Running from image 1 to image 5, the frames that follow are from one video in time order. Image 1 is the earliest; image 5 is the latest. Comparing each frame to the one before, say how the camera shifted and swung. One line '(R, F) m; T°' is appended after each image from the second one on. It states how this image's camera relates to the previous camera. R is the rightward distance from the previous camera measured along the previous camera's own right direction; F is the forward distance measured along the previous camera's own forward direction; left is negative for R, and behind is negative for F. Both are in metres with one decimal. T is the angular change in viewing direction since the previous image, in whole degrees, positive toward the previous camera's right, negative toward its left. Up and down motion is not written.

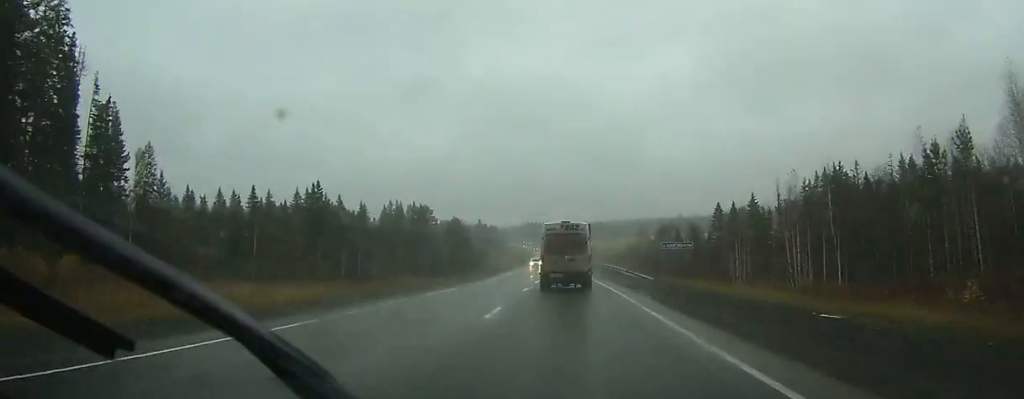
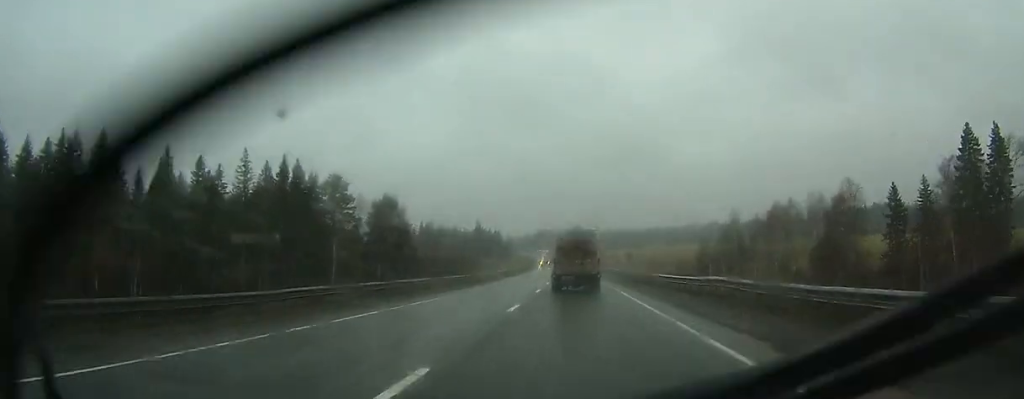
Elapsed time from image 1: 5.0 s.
(-1.3, +105.1) m; -1°
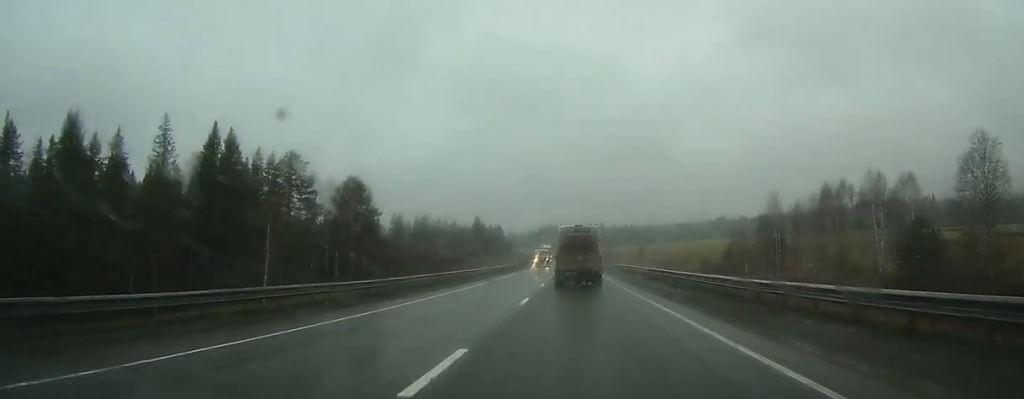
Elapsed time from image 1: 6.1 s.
(-0.2, +22.5) m; 0°
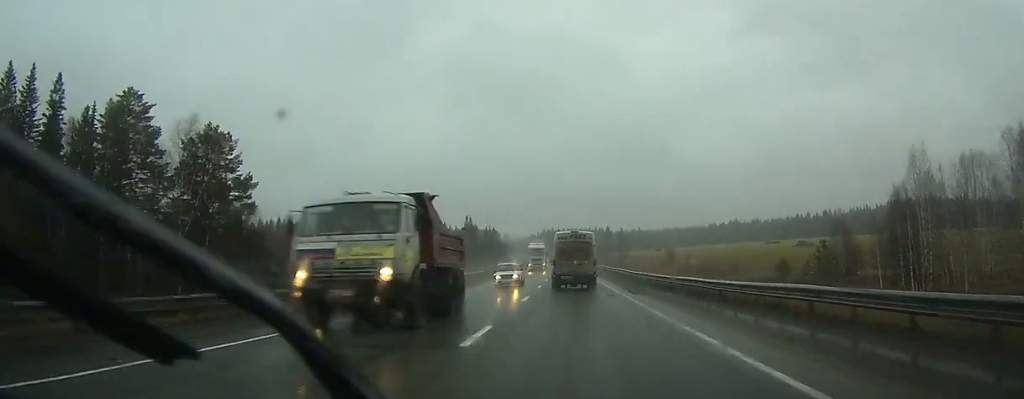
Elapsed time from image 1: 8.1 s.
(-0.1, +44.2) m; 0°
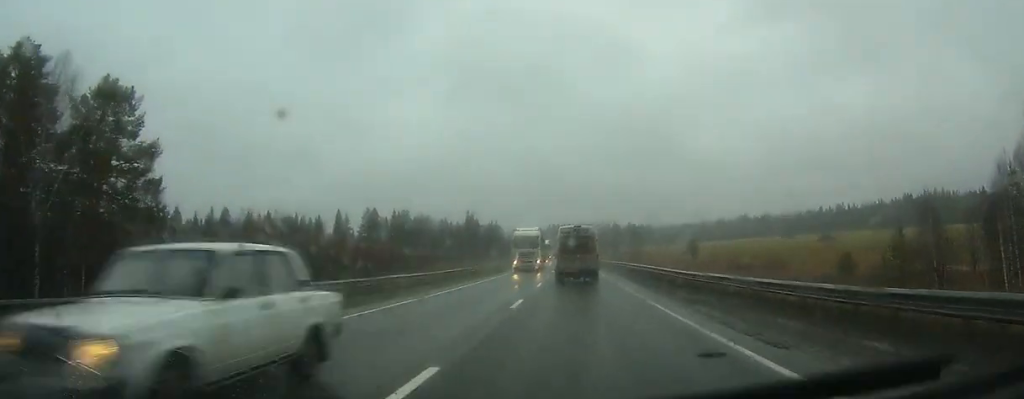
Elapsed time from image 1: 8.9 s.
(0.0, +17.4) m; 0°
